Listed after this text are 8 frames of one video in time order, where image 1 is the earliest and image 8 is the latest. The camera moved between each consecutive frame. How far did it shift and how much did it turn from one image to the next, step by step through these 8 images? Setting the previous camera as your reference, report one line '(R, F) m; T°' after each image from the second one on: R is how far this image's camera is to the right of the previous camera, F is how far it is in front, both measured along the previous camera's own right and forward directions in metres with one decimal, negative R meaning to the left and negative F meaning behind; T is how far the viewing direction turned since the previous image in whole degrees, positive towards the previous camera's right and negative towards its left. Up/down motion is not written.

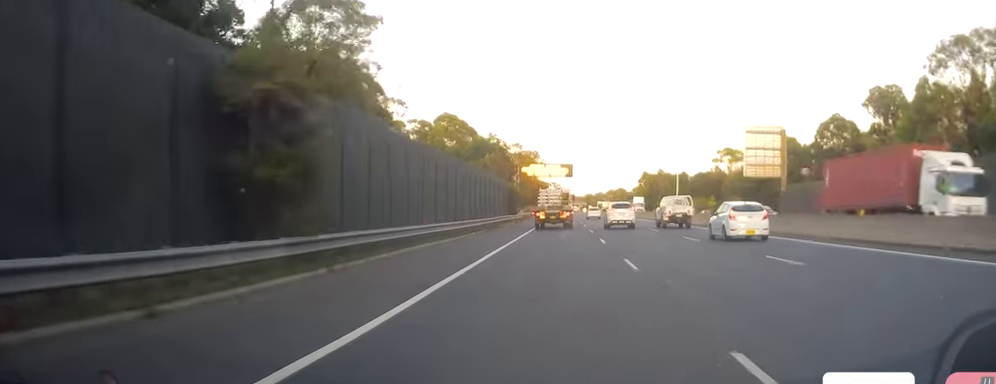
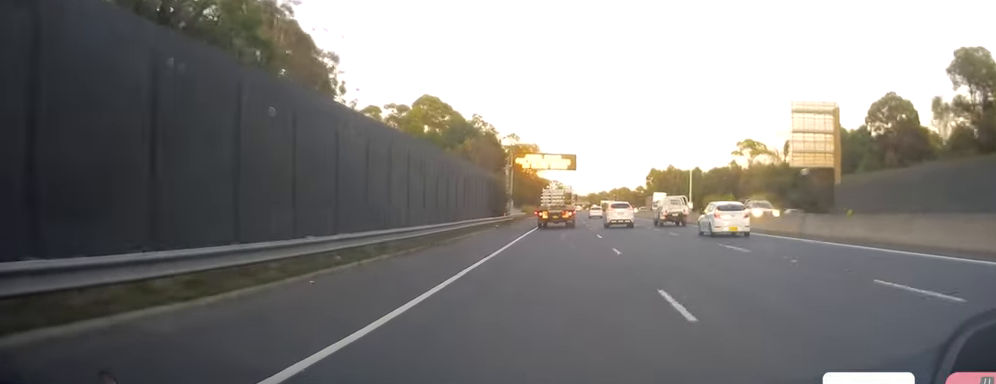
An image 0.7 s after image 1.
(-0.4, +18.9) m; 0°
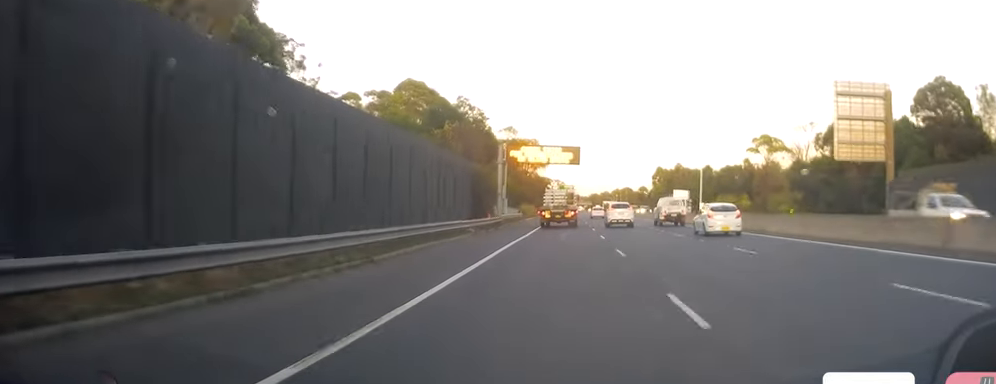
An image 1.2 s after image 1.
(+0.1, +12.8) m; 0°
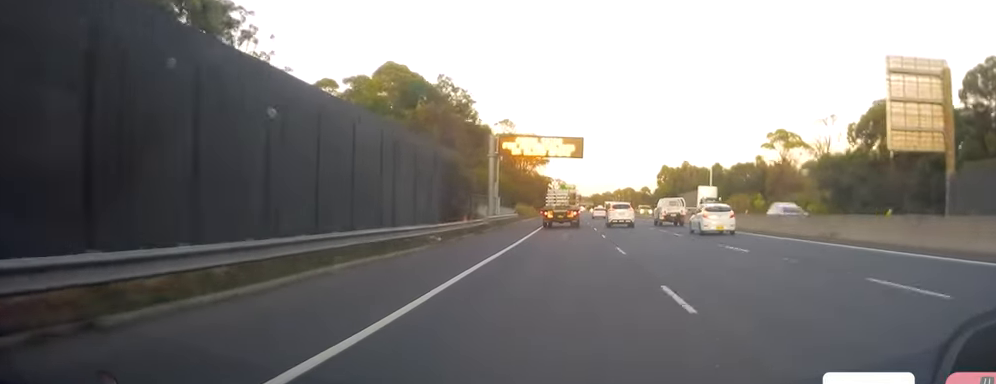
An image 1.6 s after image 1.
(+0.1, +11.0) m; 0°
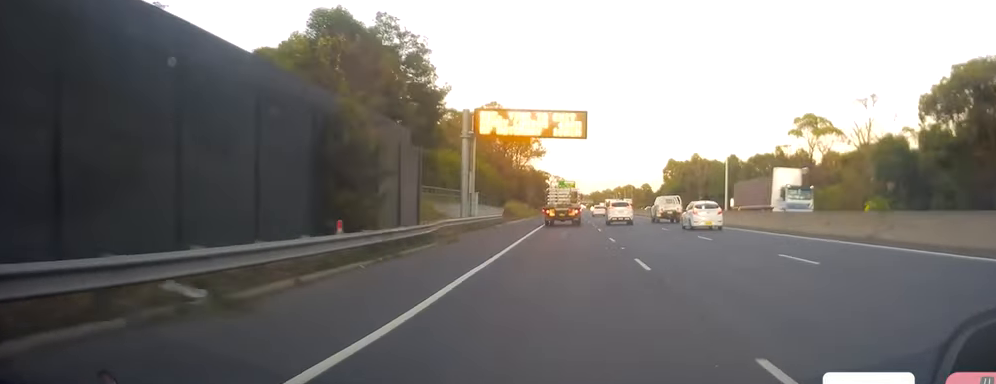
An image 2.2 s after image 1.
(+0.1, +18.3) m; 0°
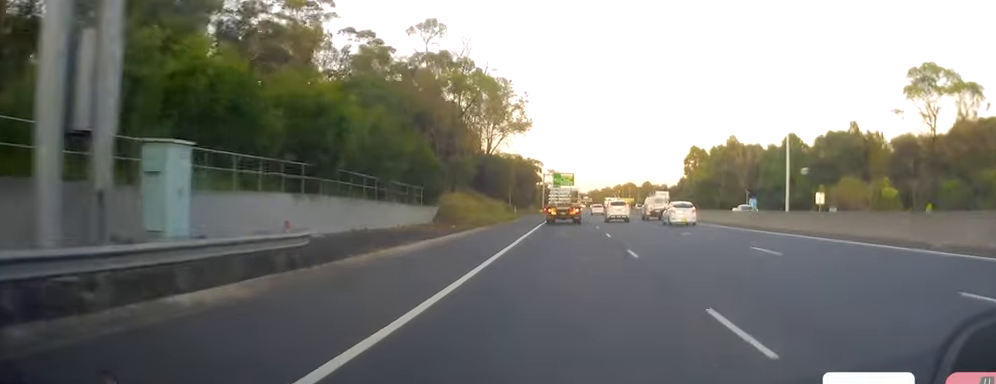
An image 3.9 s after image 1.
(0.0, +45.9) m; -1°
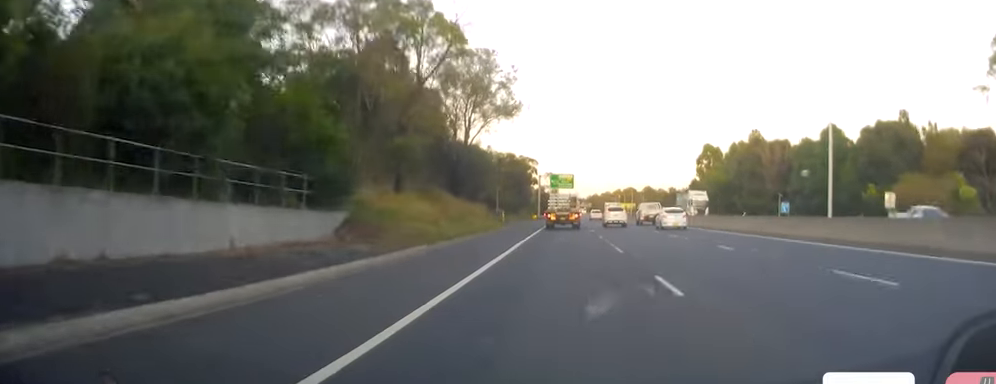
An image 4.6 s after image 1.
(-0.4, +19.1) m; 0°
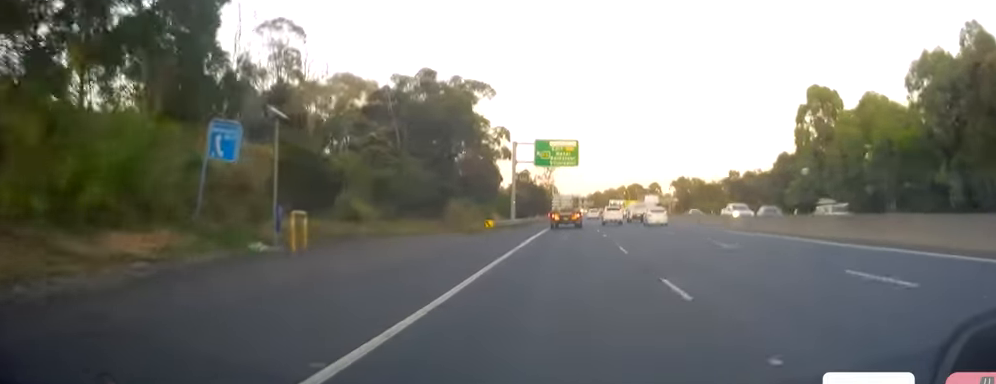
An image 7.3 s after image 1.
(+2.6, +73.1) m; +3°
